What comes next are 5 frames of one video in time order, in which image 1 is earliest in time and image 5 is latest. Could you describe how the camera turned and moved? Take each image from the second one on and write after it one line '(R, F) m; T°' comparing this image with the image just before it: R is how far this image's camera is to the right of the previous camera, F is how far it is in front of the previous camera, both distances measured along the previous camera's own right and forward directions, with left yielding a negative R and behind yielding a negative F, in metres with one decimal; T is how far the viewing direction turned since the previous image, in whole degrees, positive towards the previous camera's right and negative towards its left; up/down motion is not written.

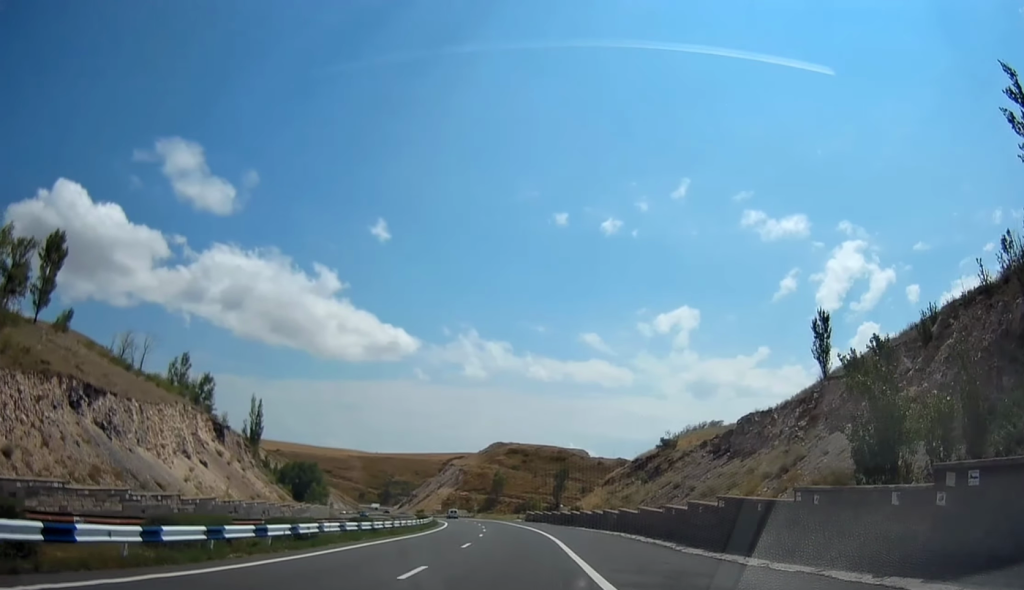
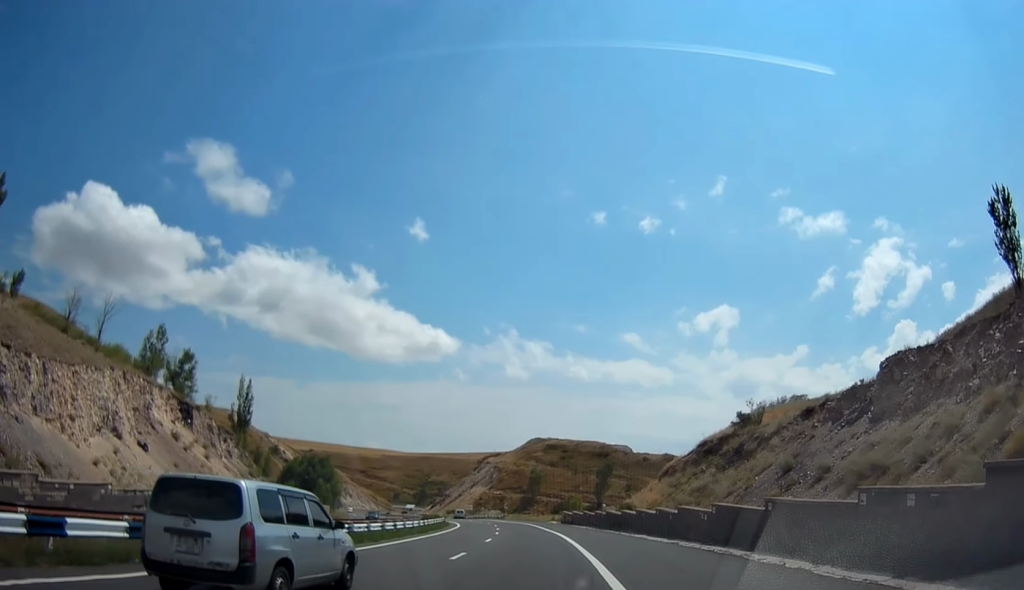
(-0.5, +19.2) m; -3°
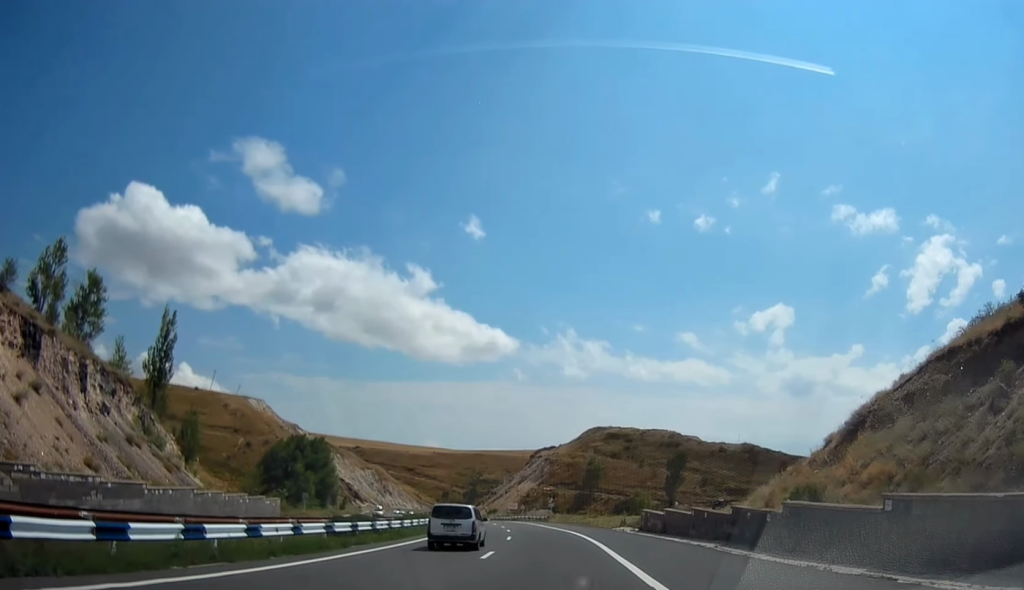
(-2.4, +36.0) m; -7°
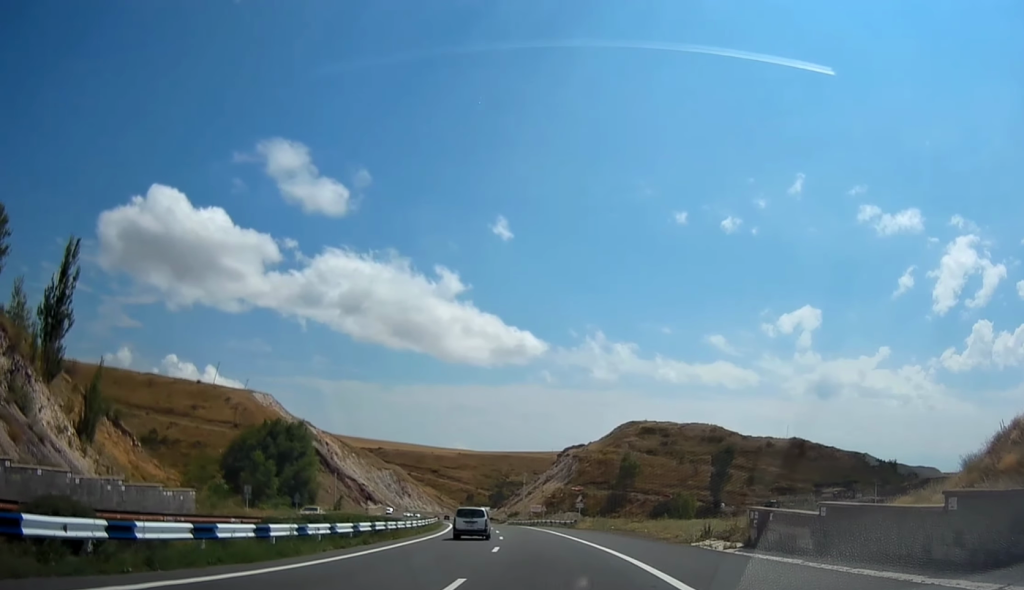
(-0.4, +21.6) m; -3°
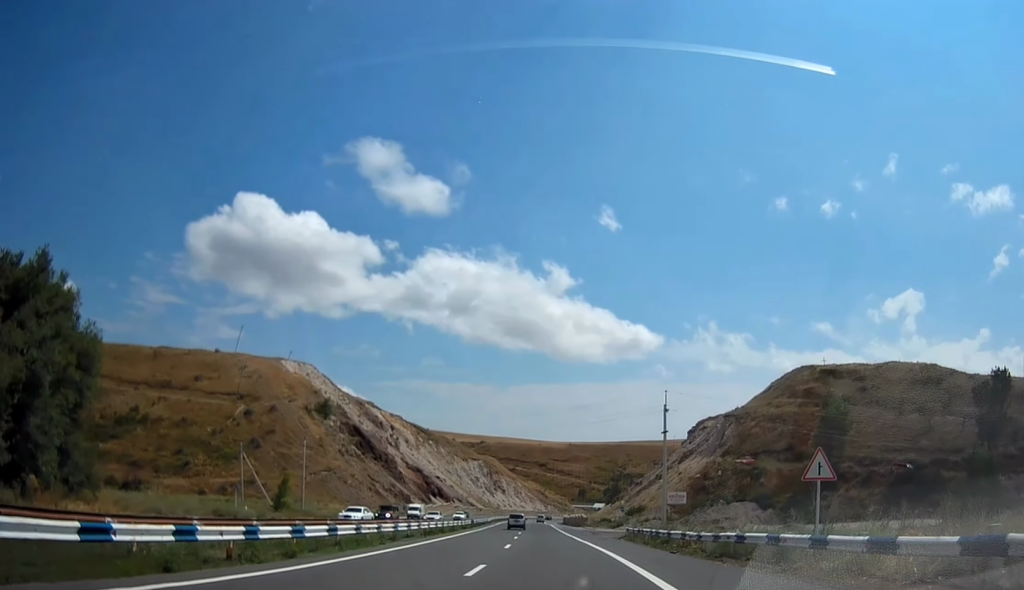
(-6.2, +68.3) m; -10°
